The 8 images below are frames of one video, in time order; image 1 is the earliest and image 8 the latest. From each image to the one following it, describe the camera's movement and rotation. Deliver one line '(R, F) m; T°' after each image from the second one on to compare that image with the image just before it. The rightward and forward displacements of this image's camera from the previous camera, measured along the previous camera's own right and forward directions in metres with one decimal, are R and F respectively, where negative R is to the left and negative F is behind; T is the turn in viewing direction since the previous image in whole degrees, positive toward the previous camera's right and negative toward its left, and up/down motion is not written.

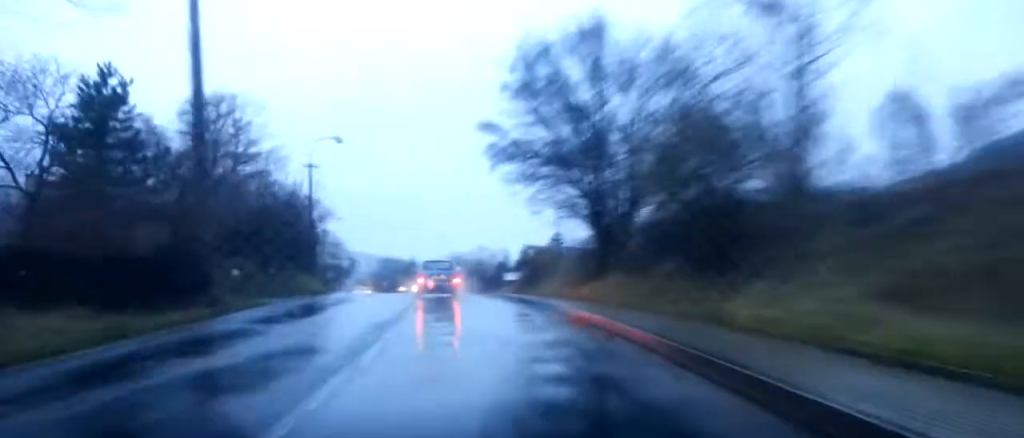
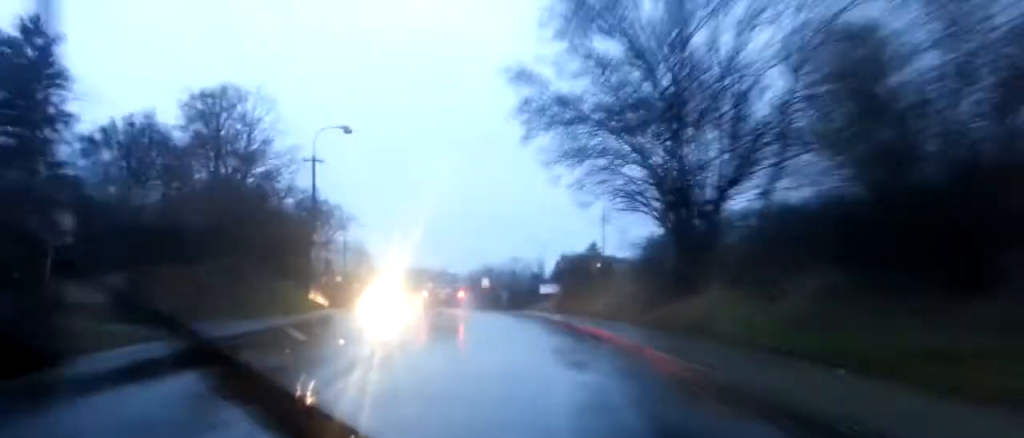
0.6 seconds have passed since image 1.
(+0.4, +8.4) m; -2°
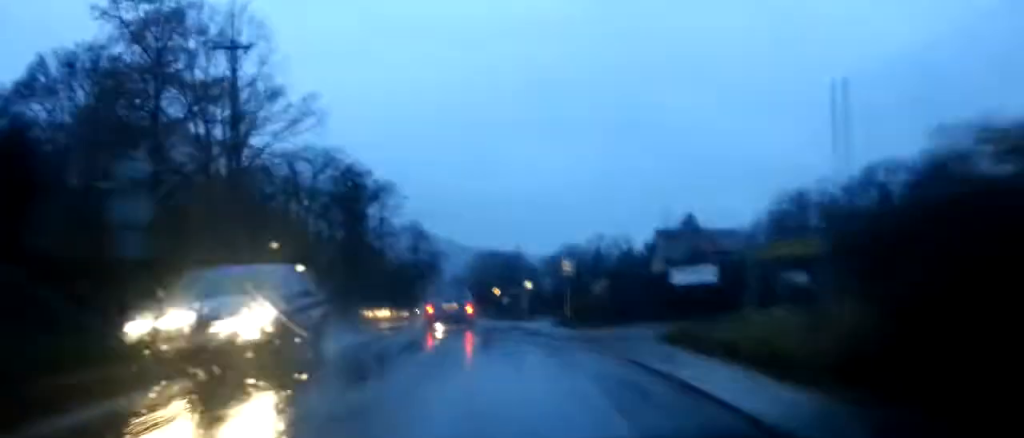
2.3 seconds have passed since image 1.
(-2.4, +22.9) m; -9°
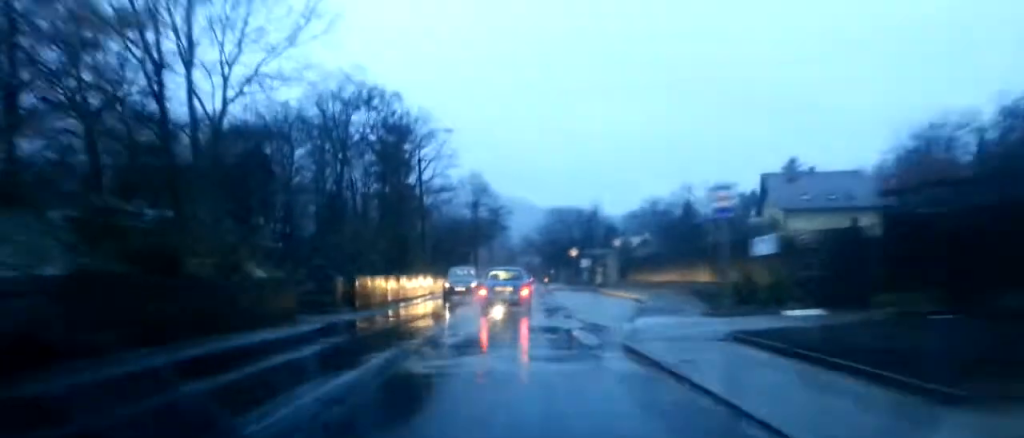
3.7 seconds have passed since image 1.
(-0.9, +19.2) m; -4°
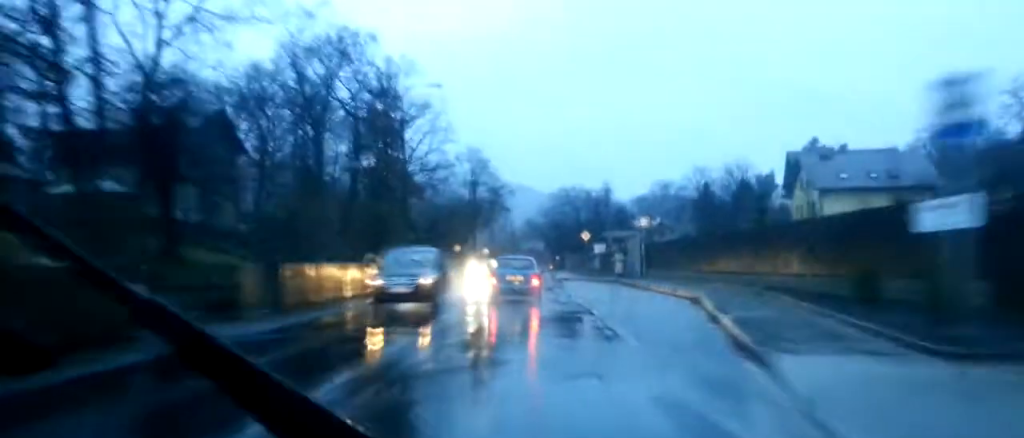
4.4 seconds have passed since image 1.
(-0.1, +9.8) m; 0°
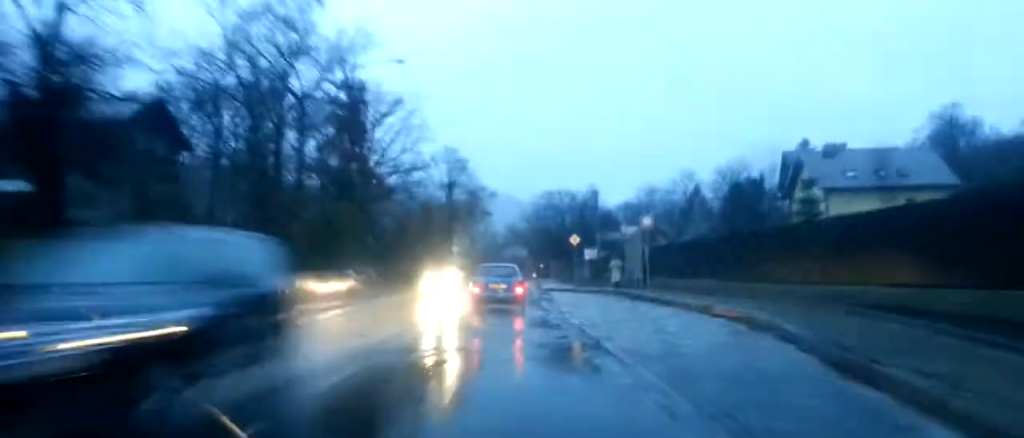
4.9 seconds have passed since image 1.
(0.0, +7.1) m; -1°
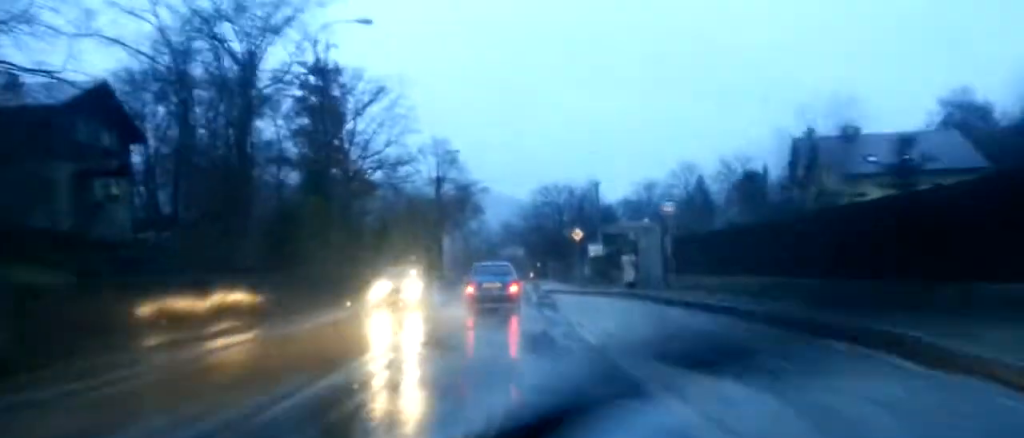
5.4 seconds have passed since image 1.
(+0.1, +6.3) m; -1°
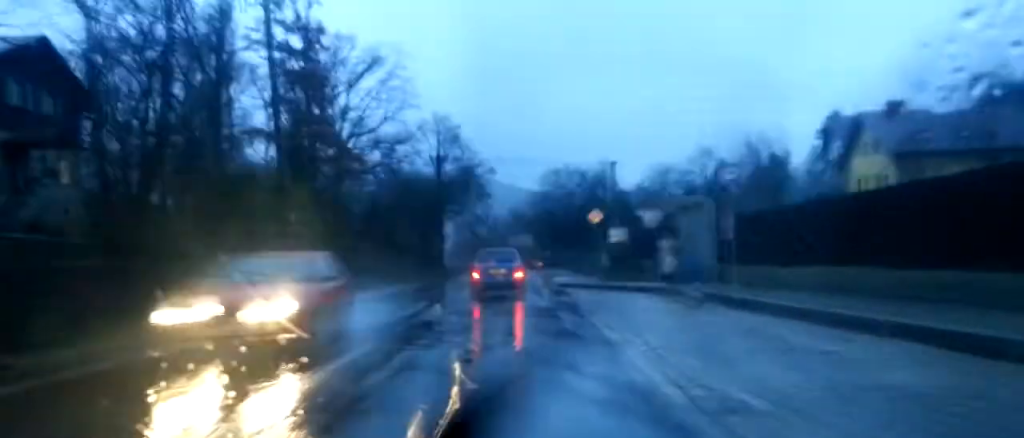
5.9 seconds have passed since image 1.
(-0.2, +7.2) m; -1°
